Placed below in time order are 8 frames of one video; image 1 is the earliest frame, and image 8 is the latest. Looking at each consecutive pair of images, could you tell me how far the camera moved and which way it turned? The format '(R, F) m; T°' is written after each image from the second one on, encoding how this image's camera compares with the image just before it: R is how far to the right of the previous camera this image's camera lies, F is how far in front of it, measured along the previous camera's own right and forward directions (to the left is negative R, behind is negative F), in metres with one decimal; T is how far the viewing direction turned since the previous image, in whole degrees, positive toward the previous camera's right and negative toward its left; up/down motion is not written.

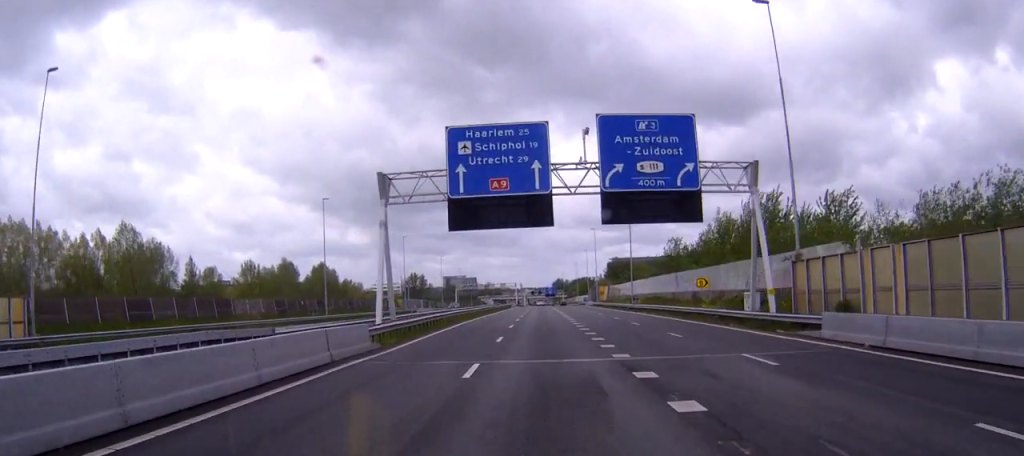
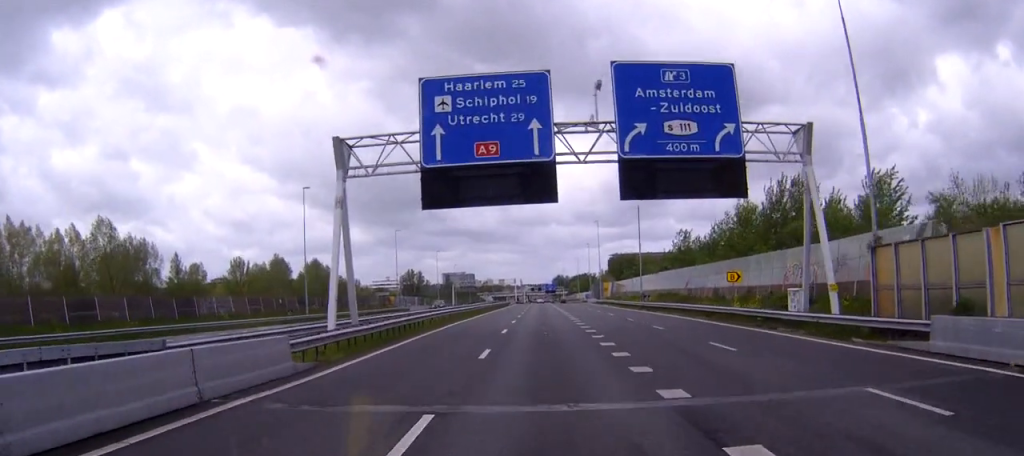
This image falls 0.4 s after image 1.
(0.0, +8.1) m; 0°
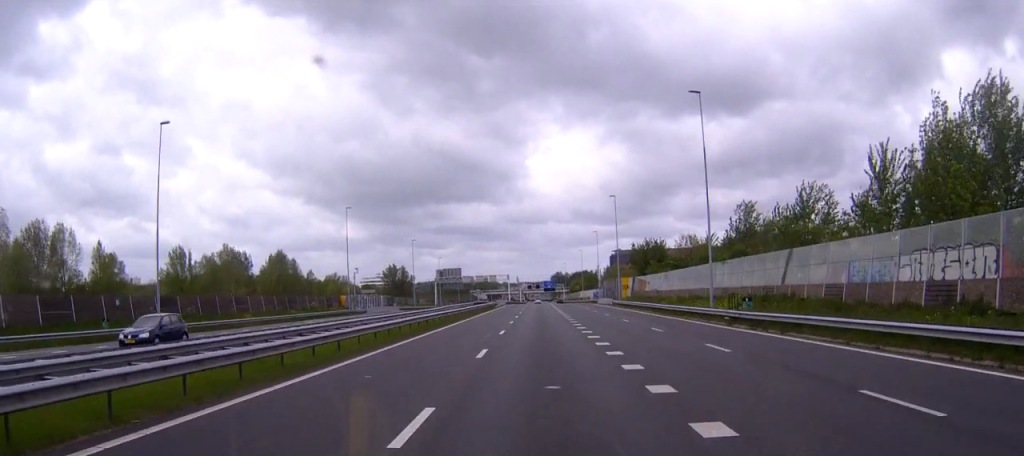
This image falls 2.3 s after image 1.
(-0.2, +35.2) m; 0°
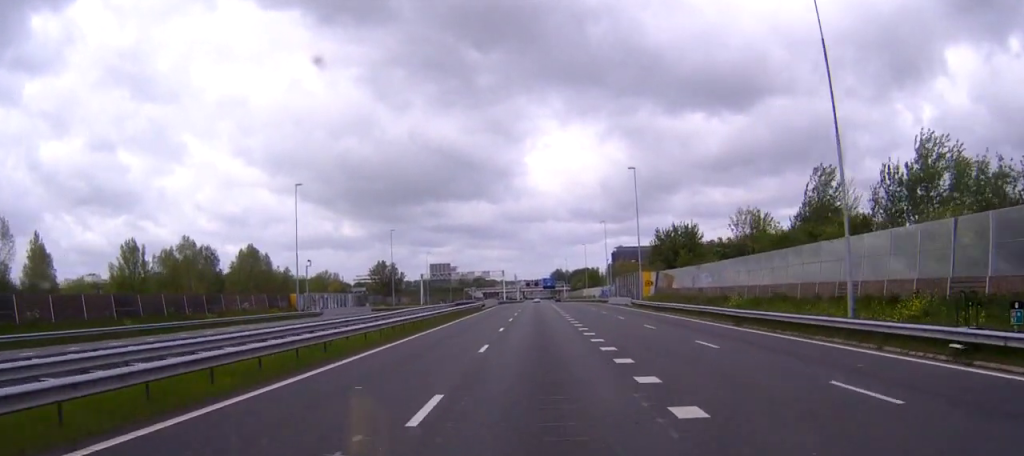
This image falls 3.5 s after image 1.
(0.0, +22.9) m; 0°
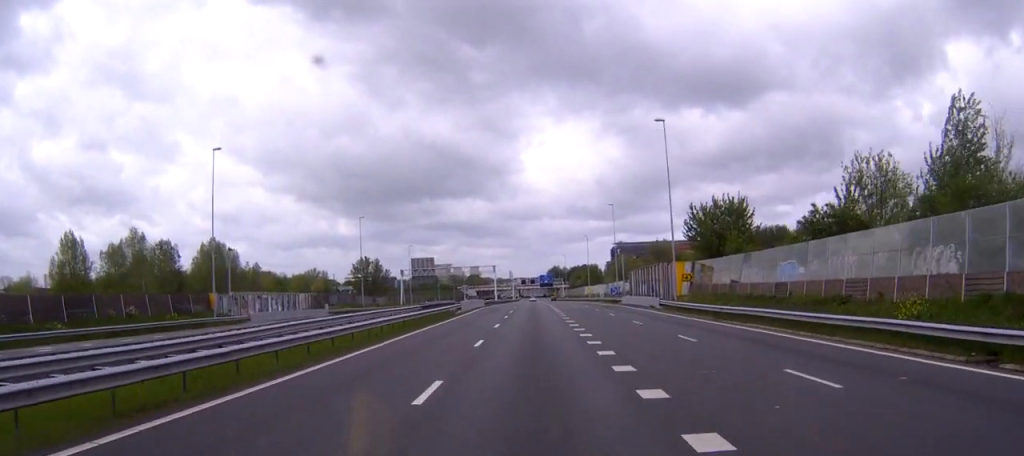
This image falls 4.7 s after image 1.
(0.0, +22.4) m; 0°
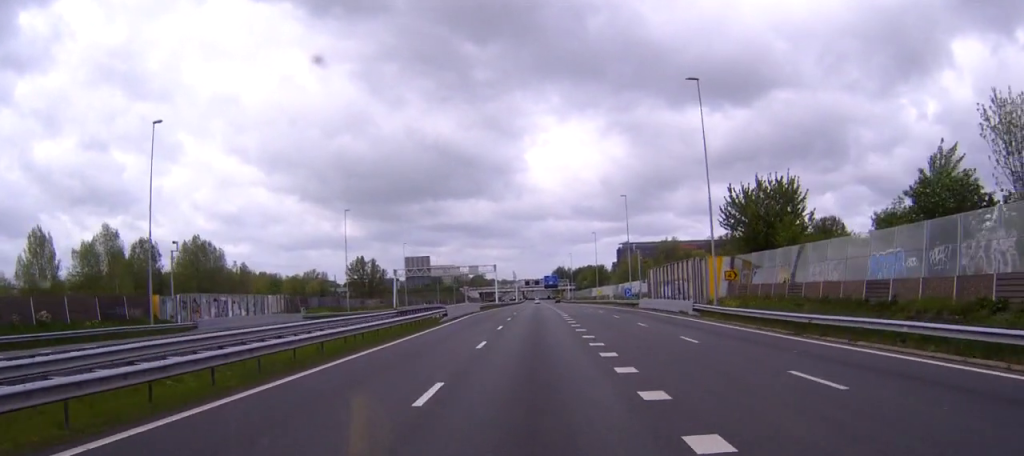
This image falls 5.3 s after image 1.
(0.0, +12.2) m; 0°
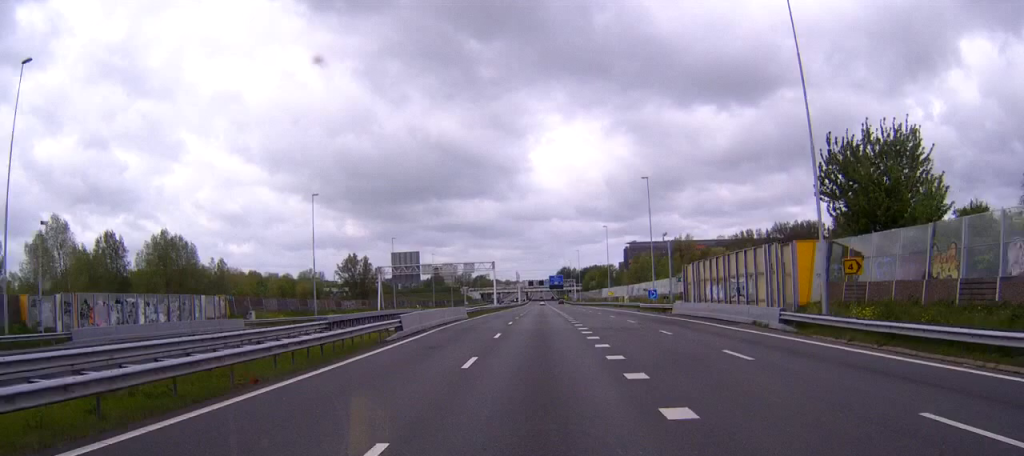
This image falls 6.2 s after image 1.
(0.0, +18.3) m; 0°
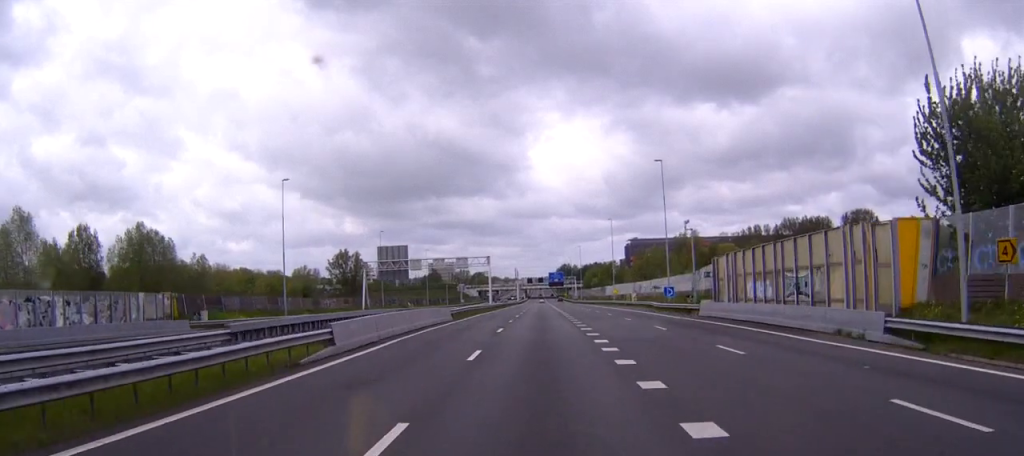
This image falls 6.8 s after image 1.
(0.0, +11.3) m; 0°
